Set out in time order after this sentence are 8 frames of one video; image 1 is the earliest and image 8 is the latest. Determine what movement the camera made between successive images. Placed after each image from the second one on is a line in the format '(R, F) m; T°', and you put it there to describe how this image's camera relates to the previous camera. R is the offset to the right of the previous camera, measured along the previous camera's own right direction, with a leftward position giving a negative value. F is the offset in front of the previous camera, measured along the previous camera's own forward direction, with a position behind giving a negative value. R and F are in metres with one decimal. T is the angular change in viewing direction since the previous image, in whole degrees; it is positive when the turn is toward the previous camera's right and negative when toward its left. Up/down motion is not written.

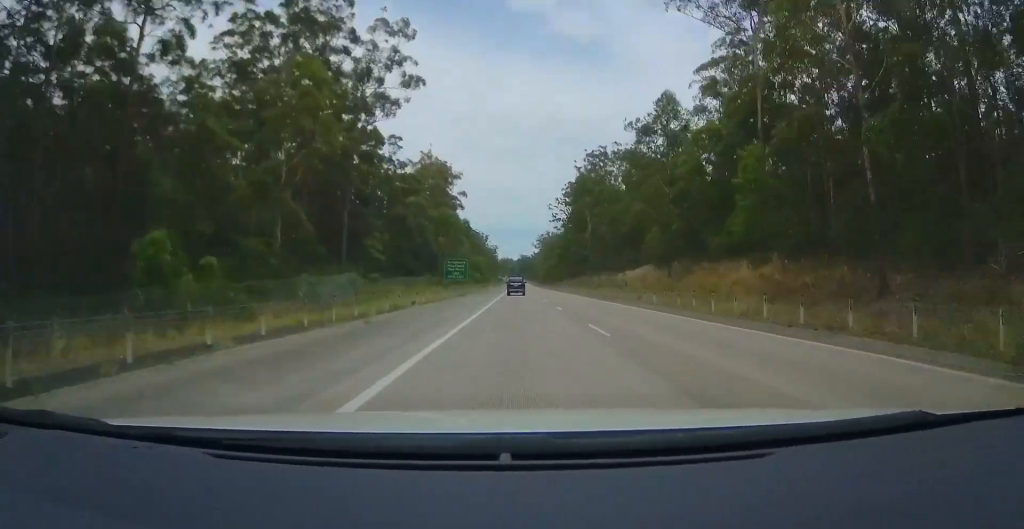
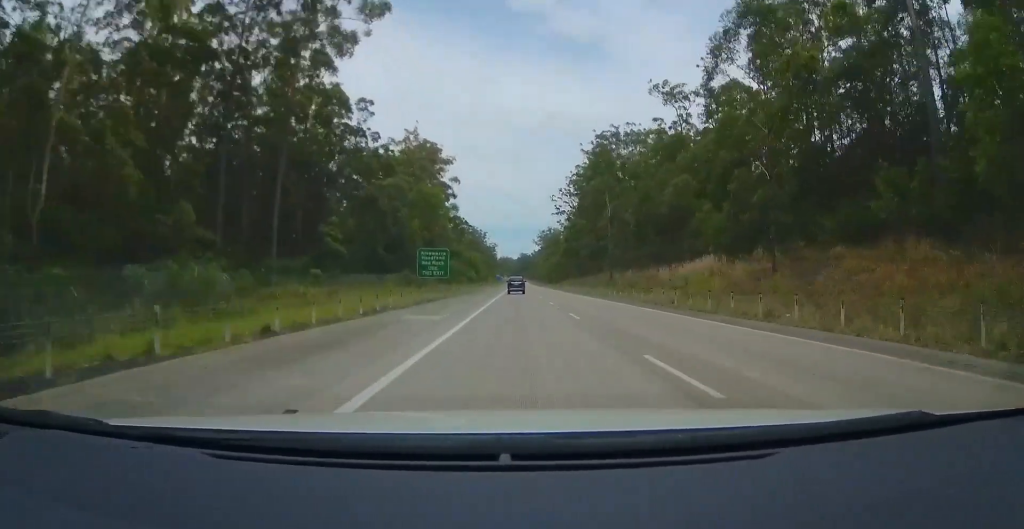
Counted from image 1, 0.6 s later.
(0.0, +22.2) m; 0°
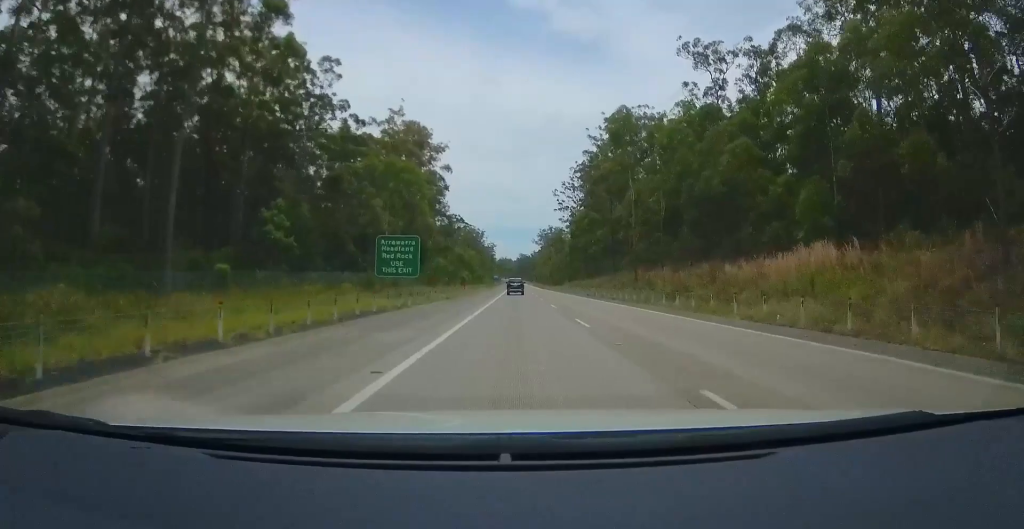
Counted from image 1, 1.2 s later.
(0.0, +18.3) m; 0°
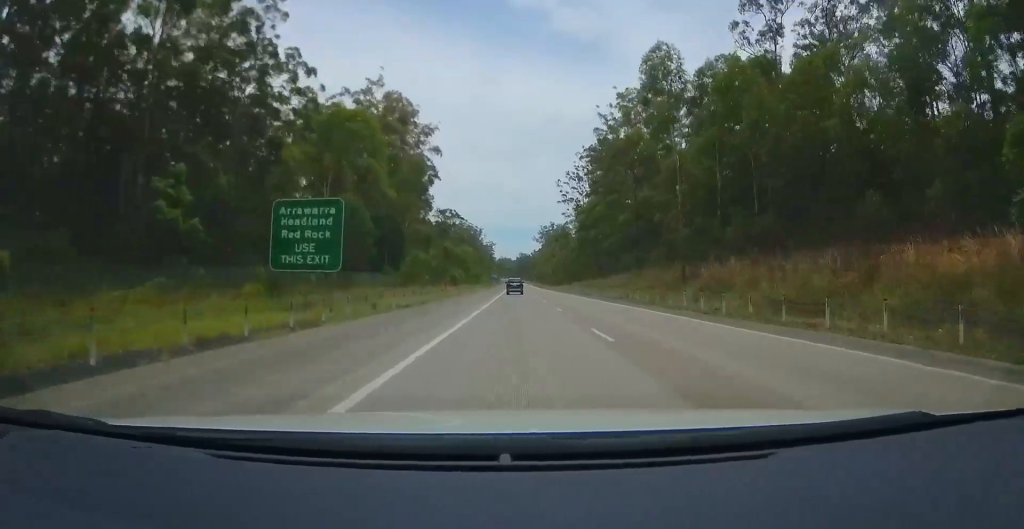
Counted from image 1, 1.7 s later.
(0.0, +19.5) m; 0°
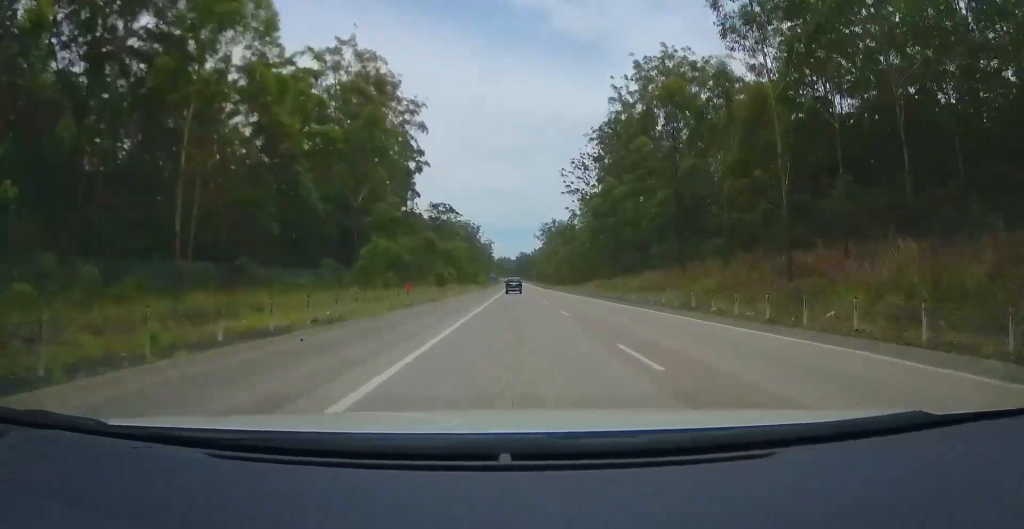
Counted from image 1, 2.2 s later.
(0.0, +19.3) m; 0°
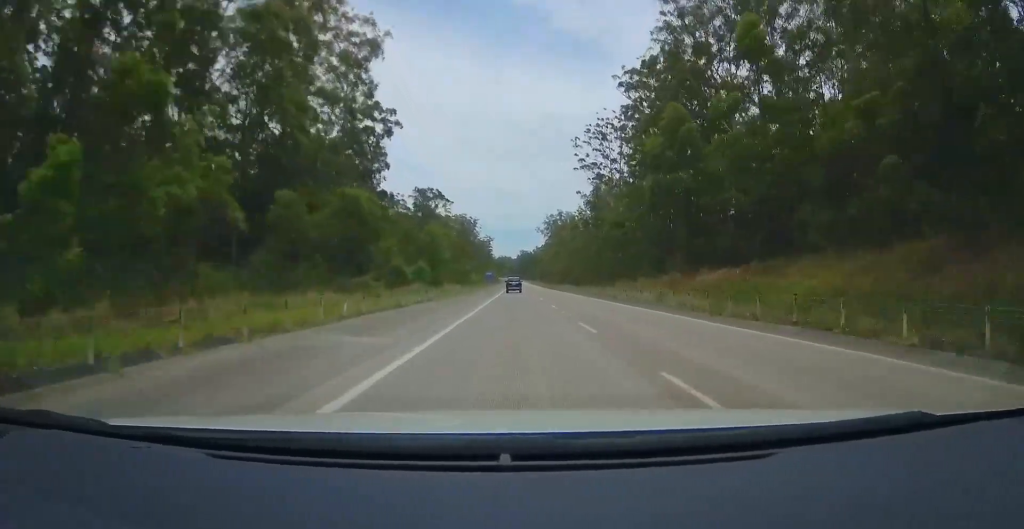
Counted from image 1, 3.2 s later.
(0.0, +35.7) m; 0°
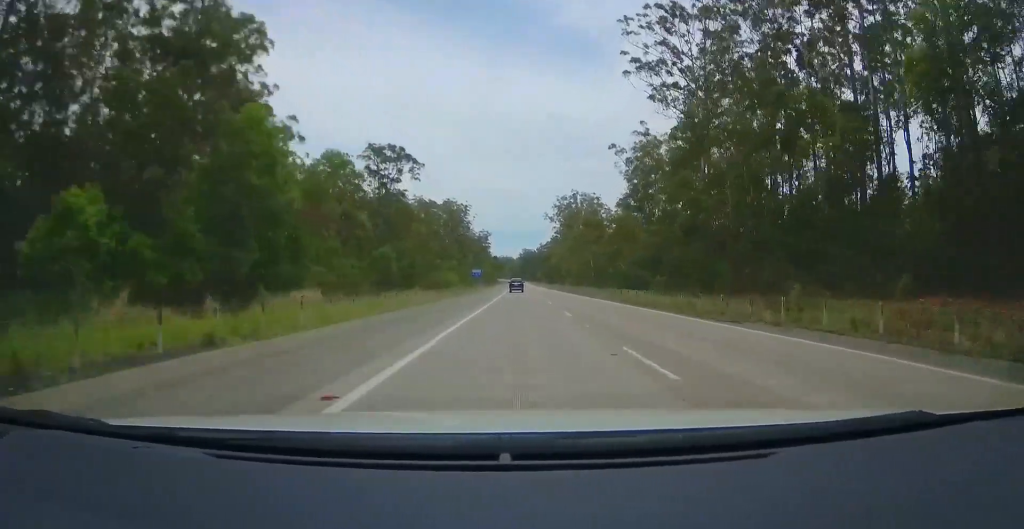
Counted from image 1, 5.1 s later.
(0.0, +59.6) m; +1°
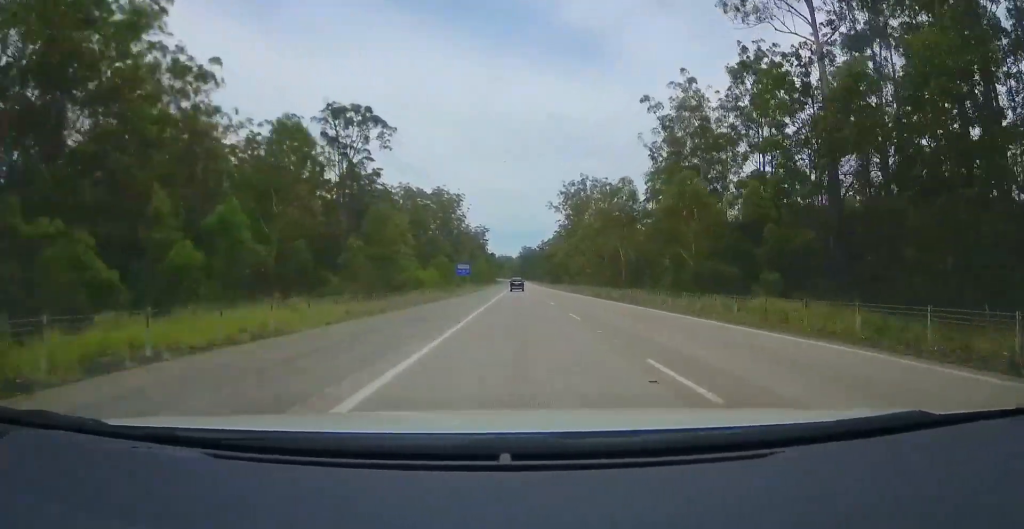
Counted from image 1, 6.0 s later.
(+0.3, +27.4) m; 0°
